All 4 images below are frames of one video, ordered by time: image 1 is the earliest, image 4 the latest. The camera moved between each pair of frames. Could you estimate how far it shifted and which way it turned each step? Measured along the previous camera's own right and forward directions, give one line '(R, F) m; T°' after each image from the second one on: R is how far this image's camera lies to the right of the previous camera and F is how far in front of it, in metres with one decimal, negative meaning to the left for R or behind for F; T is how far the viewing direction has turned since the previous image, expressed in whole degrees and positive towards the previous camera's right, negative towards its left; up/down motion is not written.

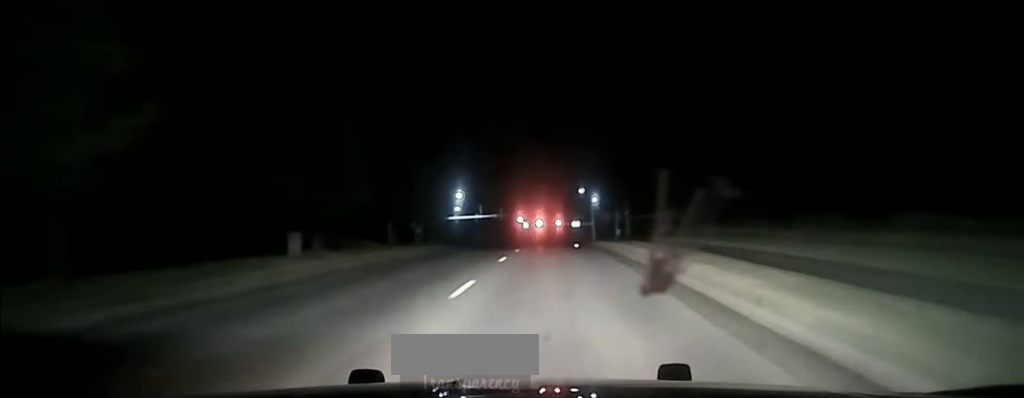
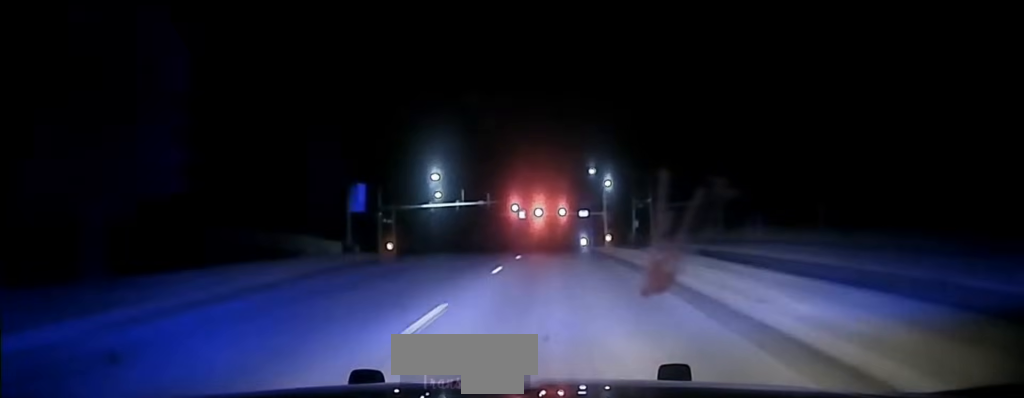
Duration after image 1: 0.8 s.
(0.0, +28.4) m; 0°
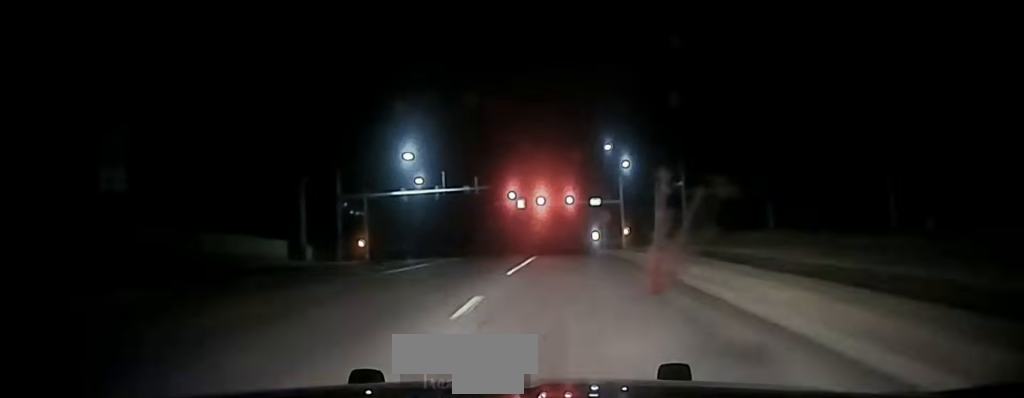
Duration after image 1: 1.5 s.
(0.0, +23.6) m; 0°
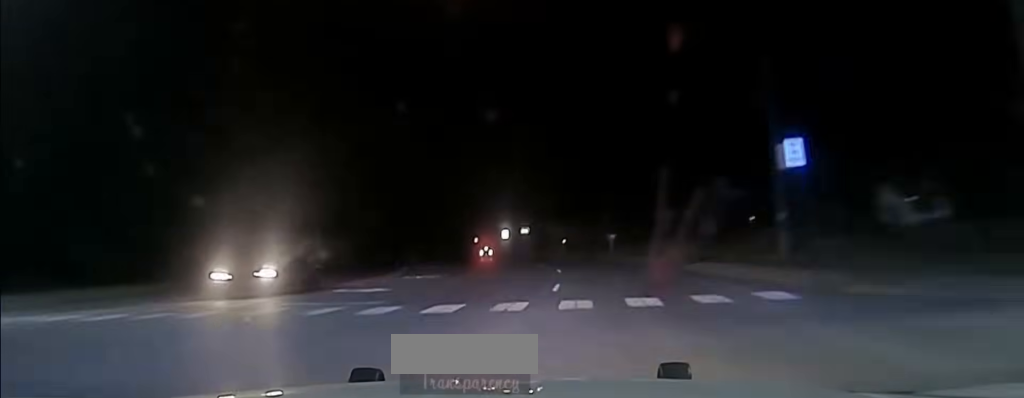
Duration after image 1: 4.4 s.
(-0.6, +87.0) m; -2°
